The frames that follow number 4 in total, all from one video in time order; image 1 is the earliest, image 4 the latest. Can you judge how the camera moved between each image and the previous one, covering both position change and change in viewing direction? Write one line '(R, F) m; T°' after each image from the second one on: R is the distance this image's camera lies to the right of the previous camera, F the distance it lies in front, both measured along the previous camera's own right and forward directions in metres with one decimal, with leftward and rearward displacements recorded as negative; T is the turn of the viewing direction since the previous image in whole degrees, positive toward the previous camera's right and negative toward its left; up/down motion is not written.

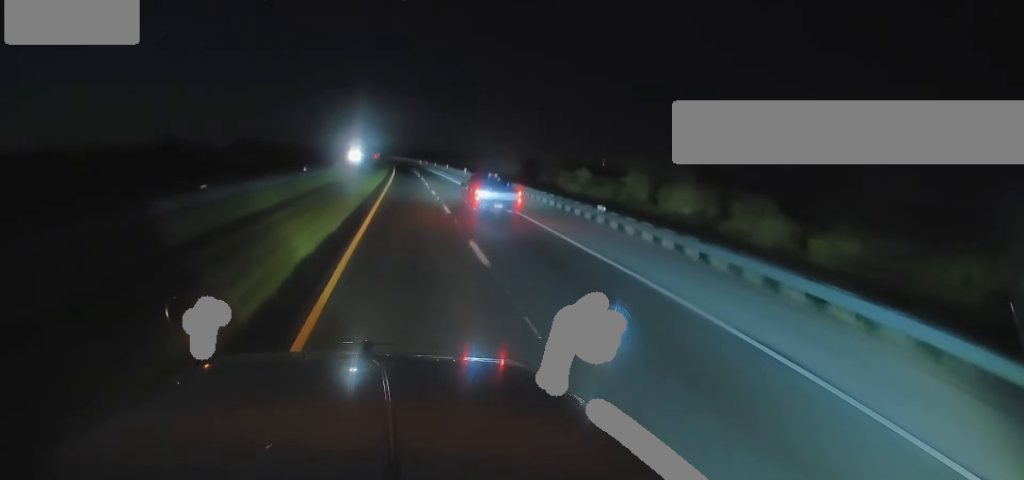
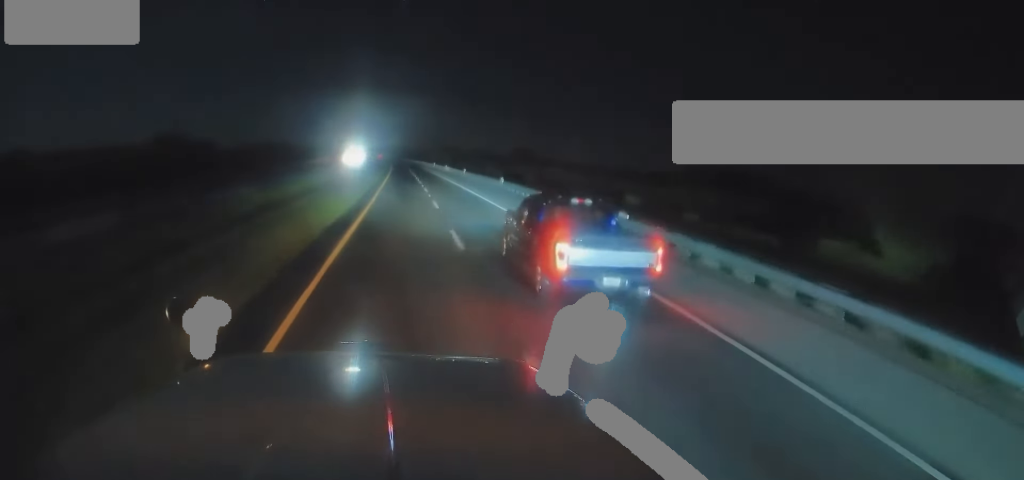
(-0.9, +95.1) m; -2°
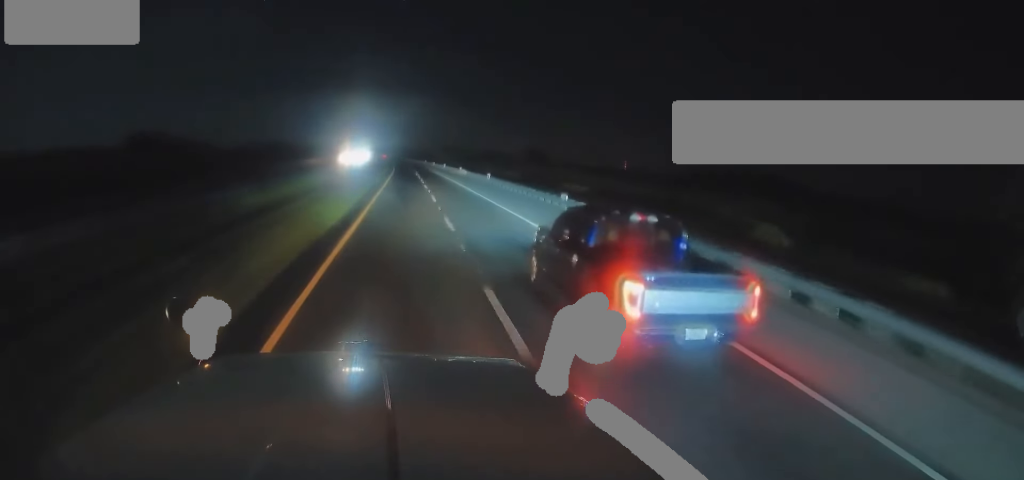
(-0.1, +20.7) m; 0°
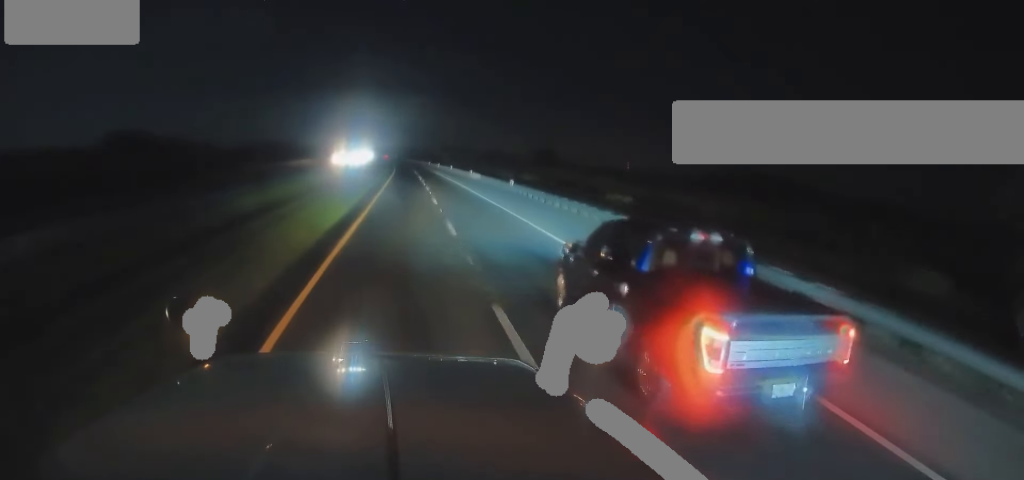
(-0.1, +13.4) m; 0°
